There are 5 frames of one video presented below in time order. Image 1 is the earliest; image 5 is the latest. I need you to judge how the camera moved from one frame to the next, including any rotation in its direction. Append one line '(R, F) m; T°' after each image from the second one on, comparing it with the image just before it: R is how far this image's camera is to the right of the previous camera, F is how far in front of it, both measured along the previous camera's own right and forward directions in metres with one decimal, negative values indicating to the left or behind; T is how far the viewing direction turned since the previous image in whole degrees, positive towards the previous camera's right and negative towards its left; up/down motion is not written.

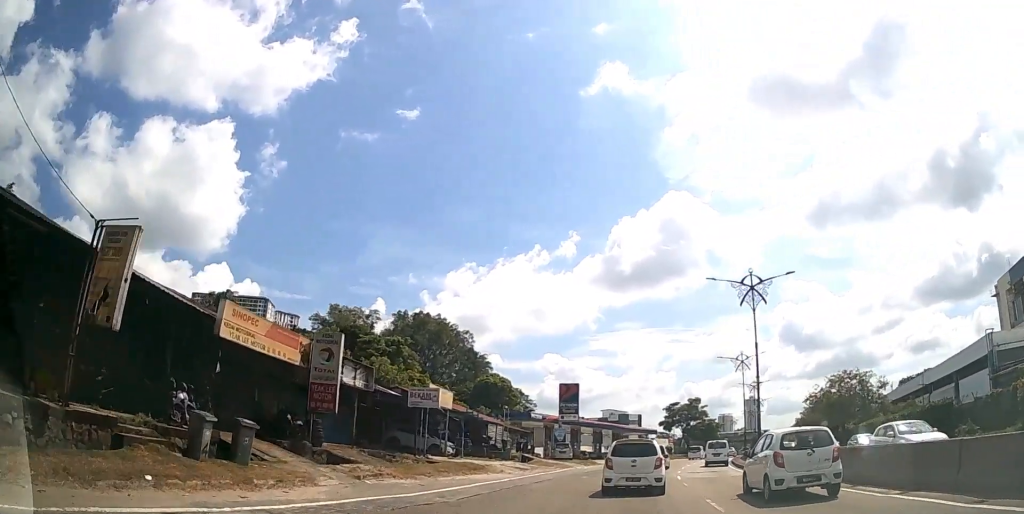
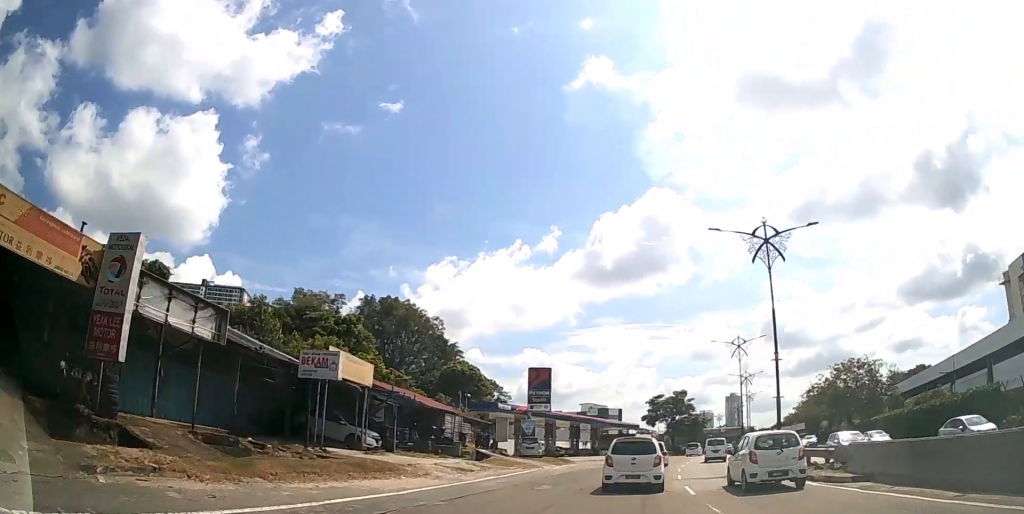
(+0.1, +8.5) m; +2°
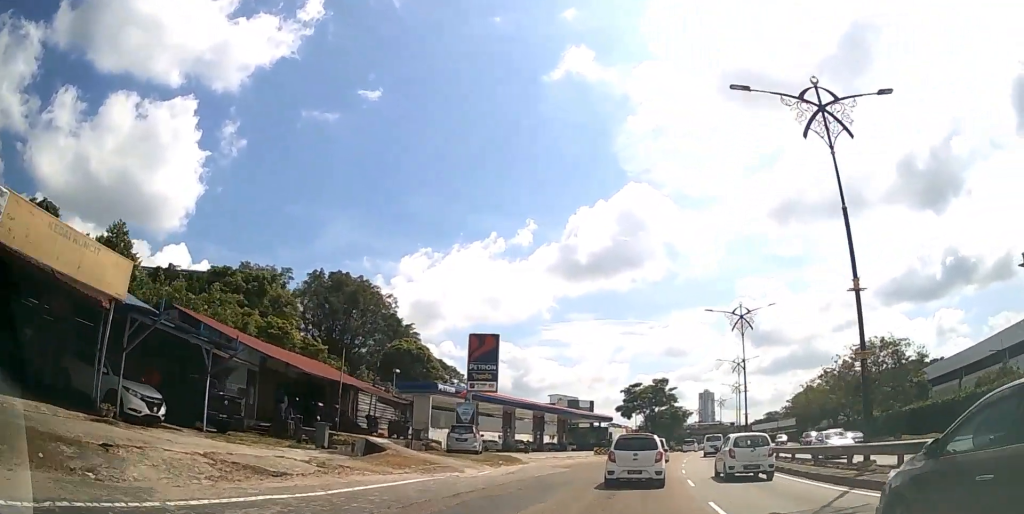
(+0.4, +12.7) m; +3°
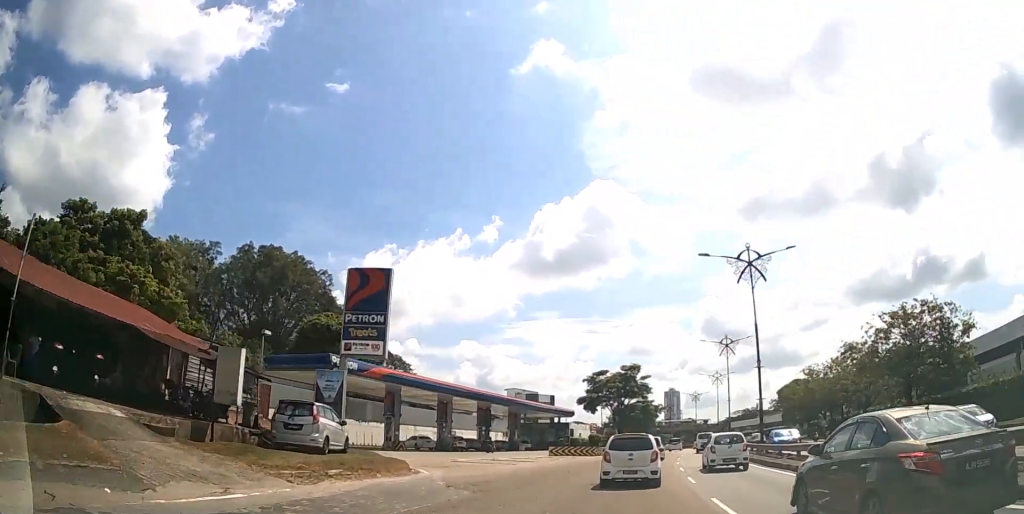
(+0.5, +14.9) m; +4°
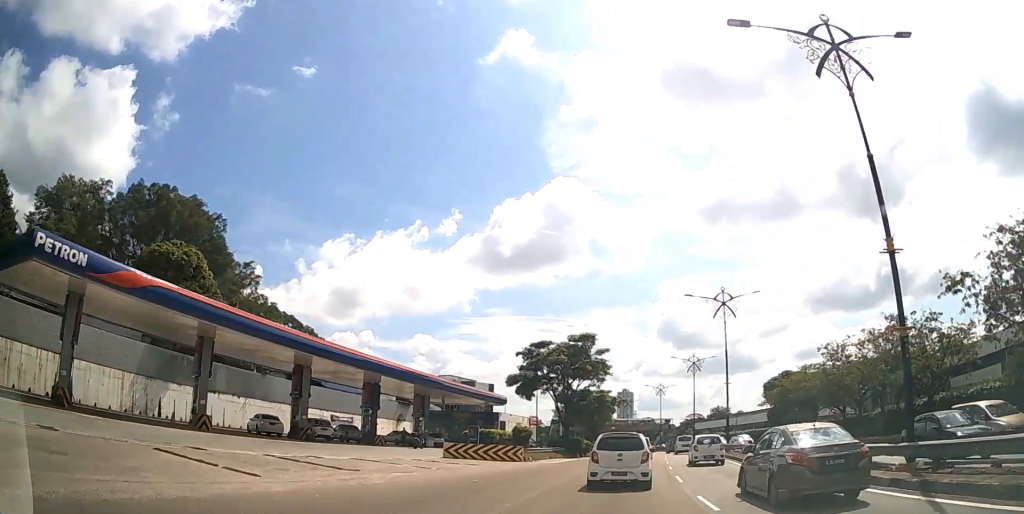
(+1.0, +21.5) m; +4°
